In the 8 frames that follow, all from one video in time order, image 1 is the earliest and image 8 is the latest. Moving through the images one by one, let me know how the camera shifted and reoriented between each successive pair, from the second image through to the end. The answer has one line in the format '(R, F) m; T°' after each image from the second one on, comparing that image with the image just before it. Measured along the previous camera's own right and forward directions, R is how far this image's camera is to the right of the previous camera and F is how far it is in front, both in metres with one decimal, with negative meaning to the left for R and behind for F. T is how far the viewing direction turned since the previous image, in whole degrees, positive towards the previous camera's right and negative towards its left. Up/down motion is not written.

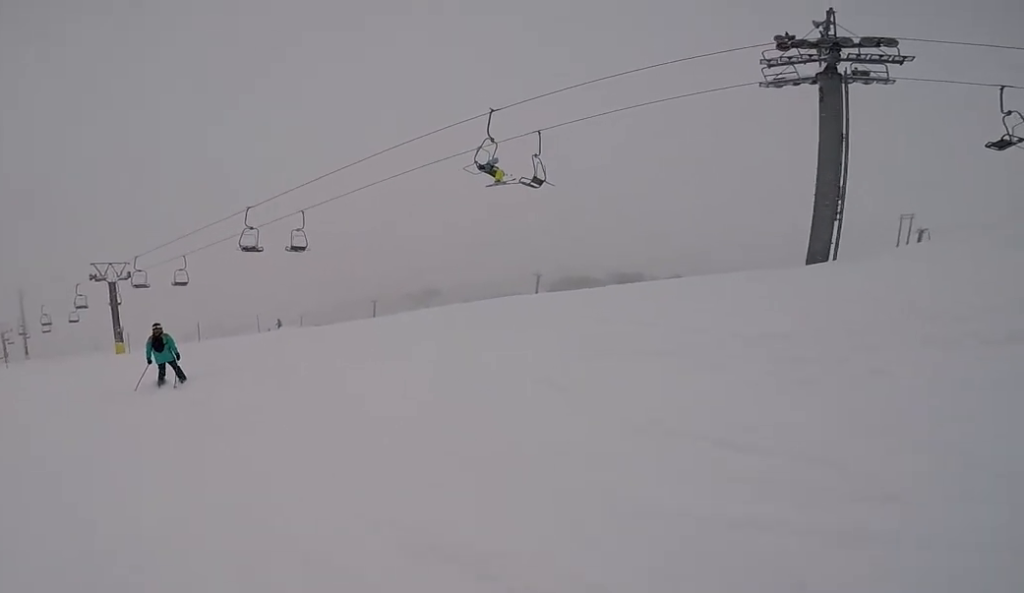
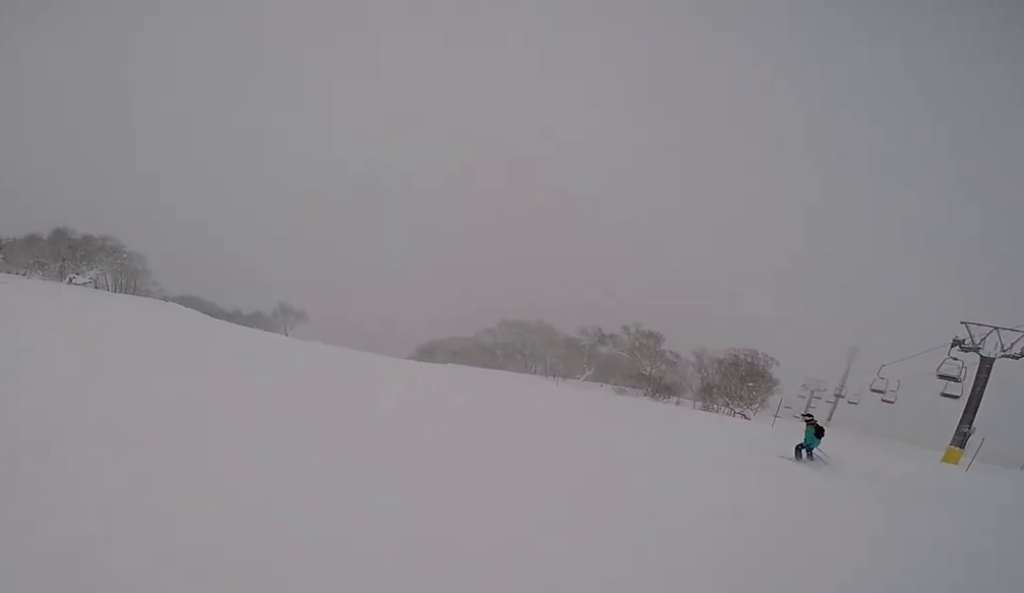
(-5.7, +11.0) m; -54°
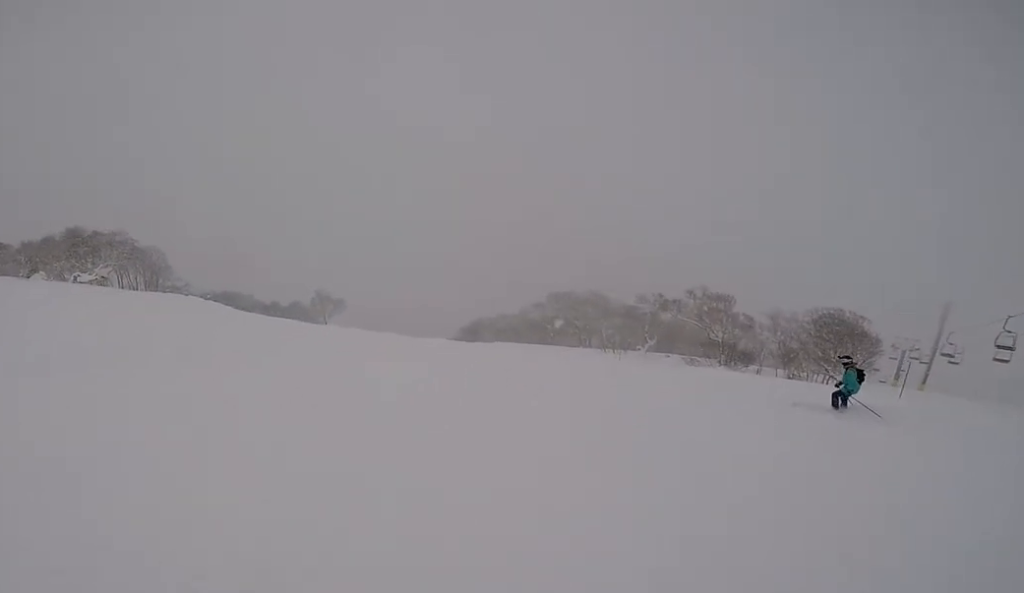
(-0.6, +3.2) m; -3°
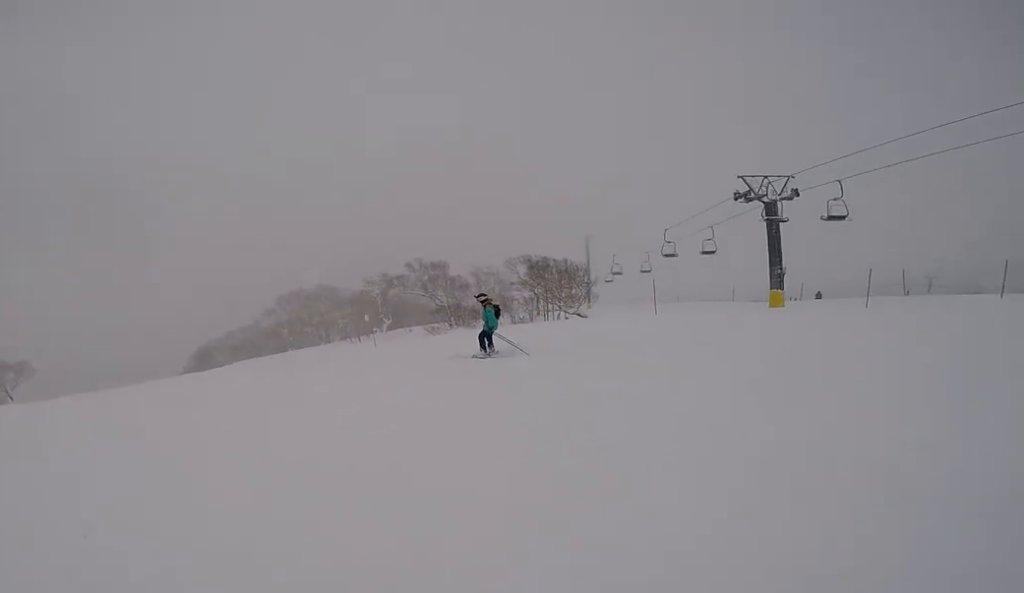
(+0.2, +5.1) m; +21°
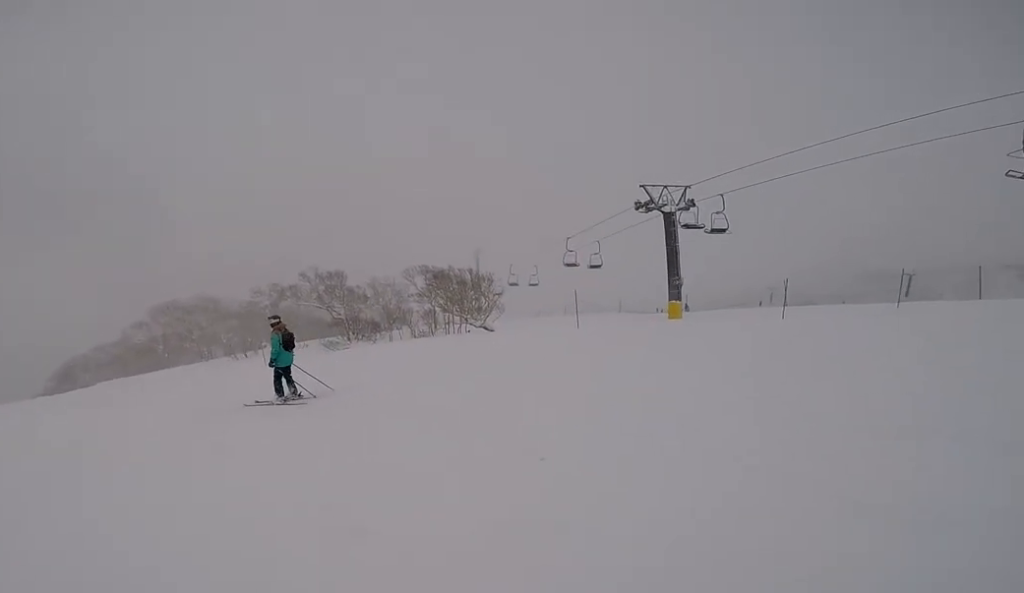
(+0.6, +3.2) m; +11°
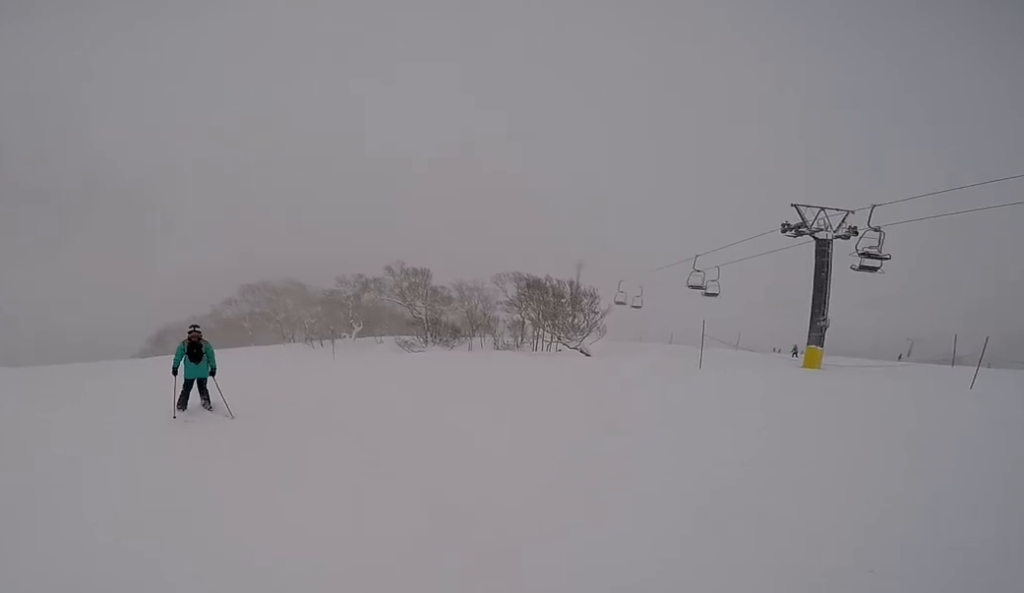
(+1.0, +2.8) m; -11°
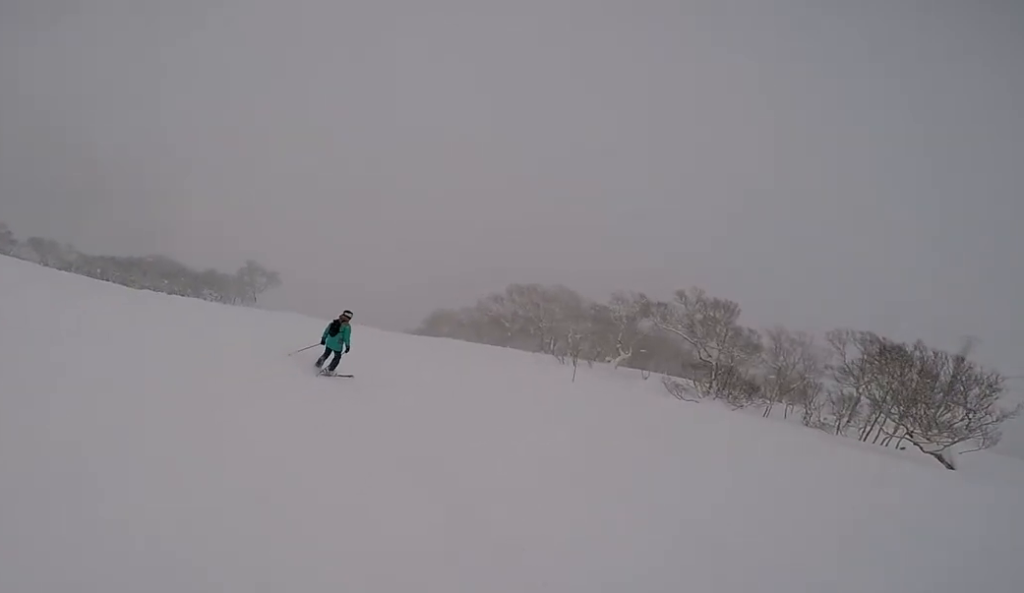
(-1.5, +3.3) m; -25°
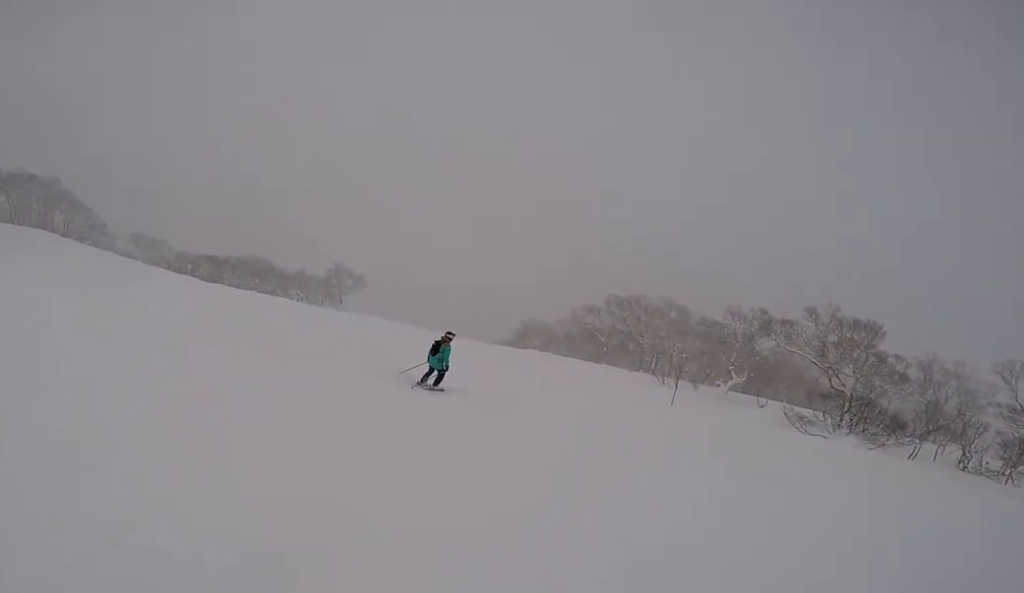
(-0.6, +2.9) m; -14°
